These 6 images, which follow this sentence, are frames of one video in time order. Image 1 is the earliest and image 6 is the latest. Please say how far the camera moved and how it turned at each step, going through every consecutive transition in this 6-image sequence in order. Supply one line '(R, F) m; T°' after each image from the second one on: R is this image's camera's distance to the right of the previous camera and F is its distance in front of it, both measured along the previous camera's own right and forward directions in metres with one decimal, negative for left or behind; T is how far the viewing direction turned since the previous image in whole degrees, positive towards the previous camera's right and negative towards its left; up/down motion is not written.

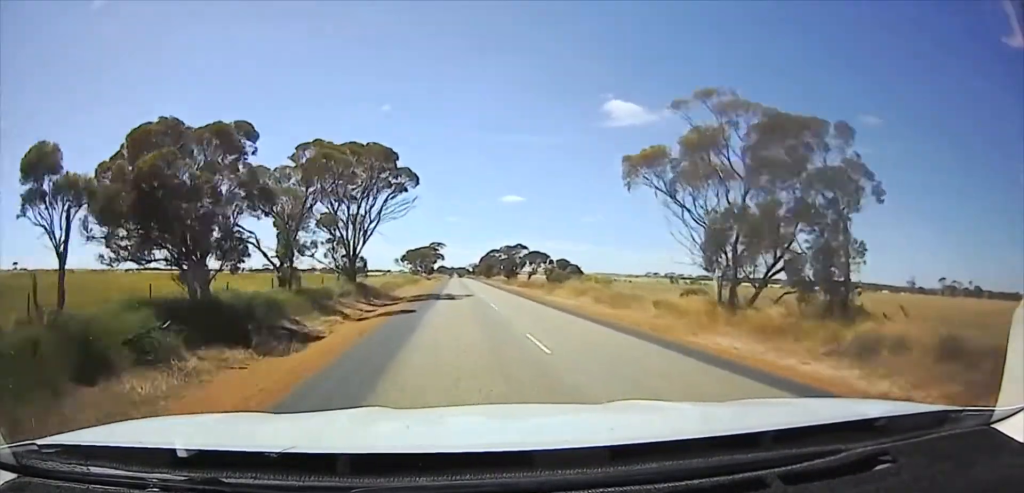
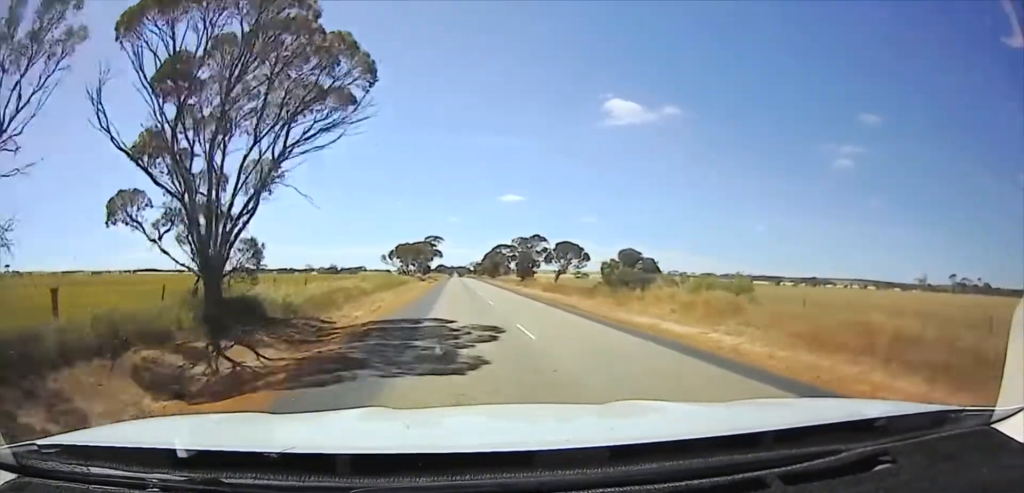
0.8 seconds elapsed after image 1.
(0.0, +20.0) m; 0°
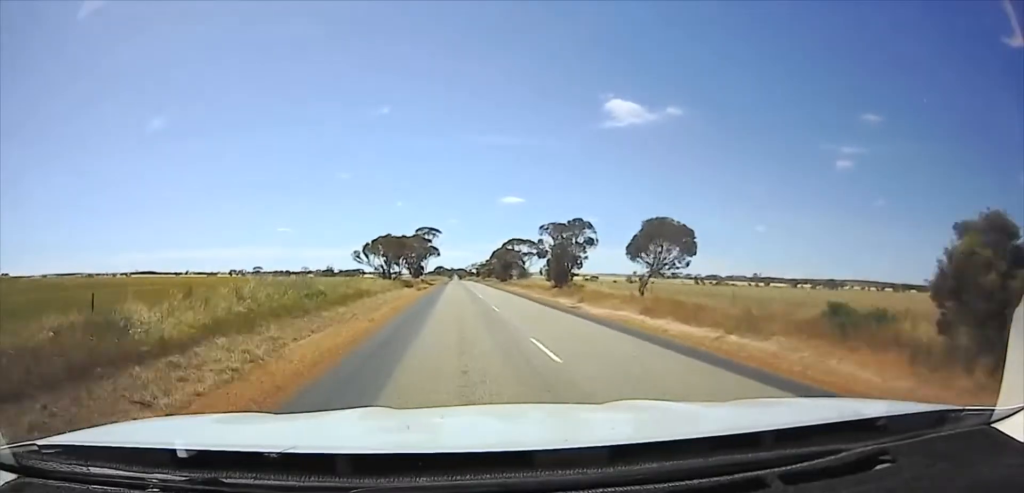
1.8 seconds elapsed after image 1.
(0.0, +27.4) m; 0°
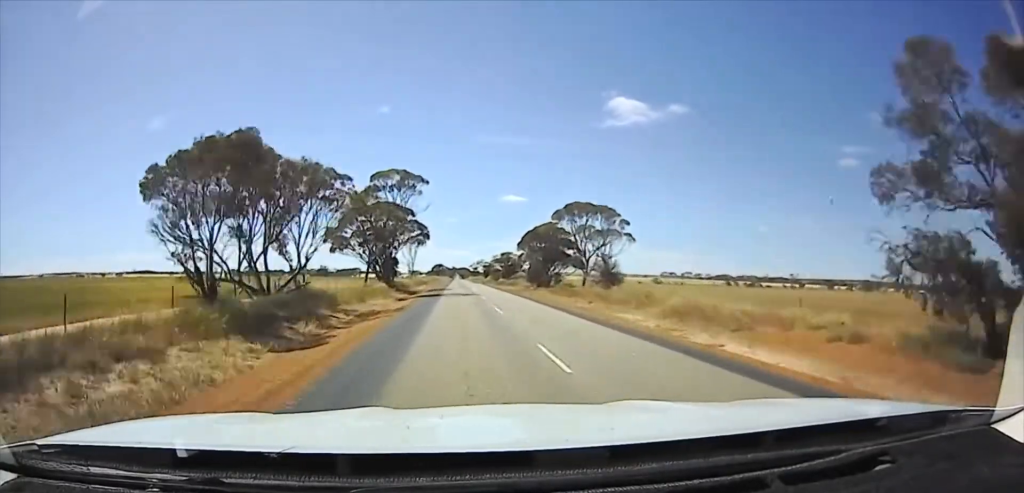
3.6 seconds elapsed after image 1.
(0.0, +48.4) m; 0°
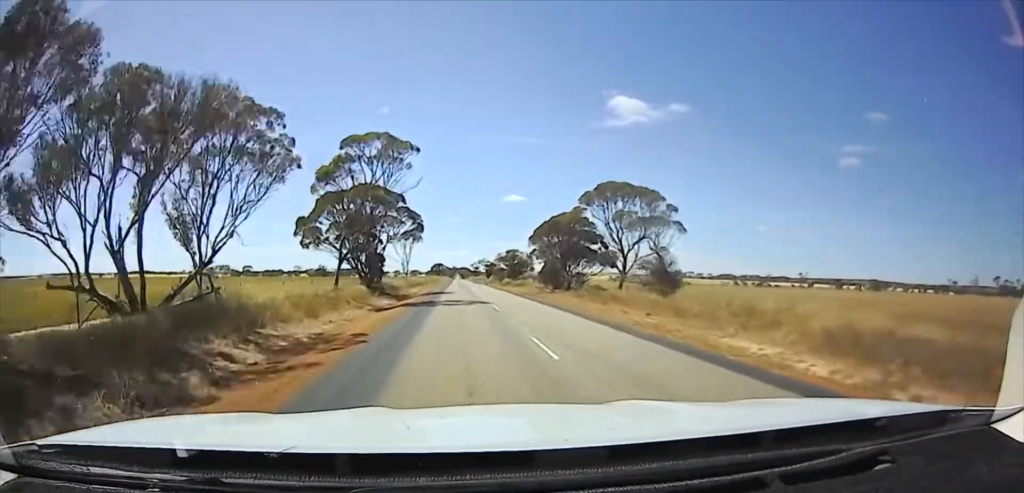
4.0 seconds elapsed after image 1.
(0.0, +11.3) m; 0°
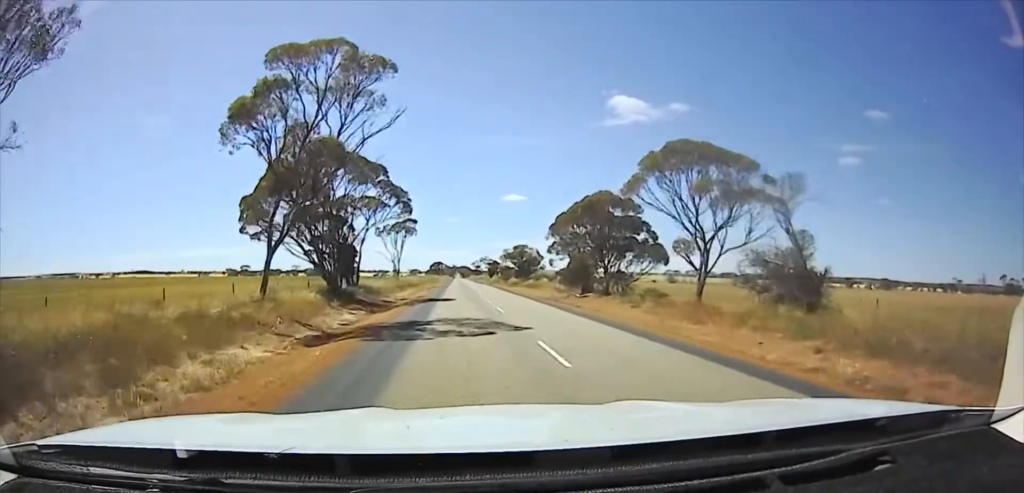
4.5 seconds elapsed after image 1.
(0.0, +14.5) m; 0°
